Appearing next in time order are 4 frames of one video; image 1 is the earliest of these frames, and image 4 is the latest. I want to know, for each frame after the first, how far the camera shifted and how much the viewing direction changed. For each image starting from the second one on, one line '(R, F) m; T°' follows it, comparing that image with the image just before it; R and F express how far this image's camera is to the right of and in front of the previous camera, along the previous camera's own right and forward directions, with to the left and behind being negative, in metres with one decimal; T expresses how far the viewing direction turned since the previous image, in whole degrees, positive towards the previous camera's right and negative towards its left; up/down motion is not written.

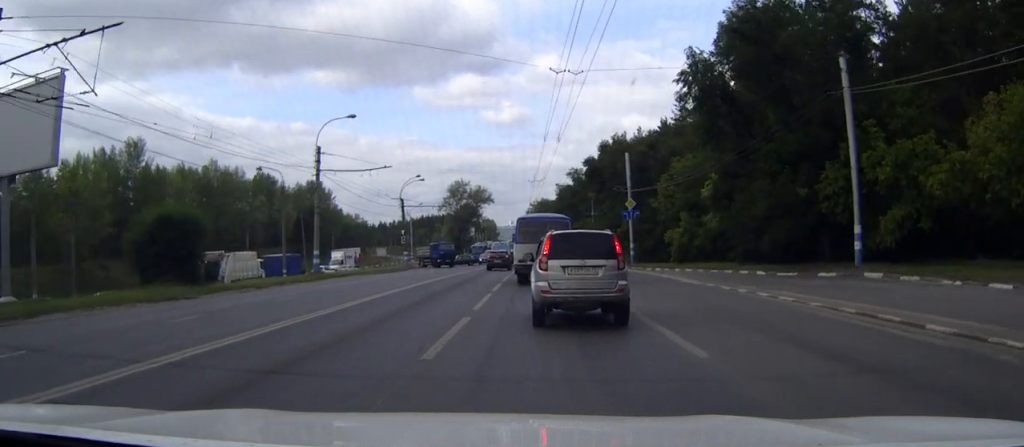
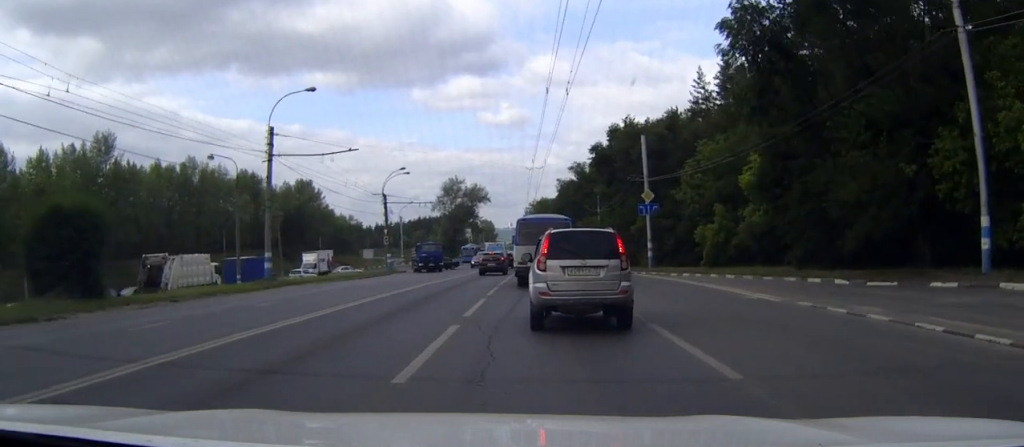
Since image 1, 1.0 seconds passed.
(0.0, +9.8) m; 0°
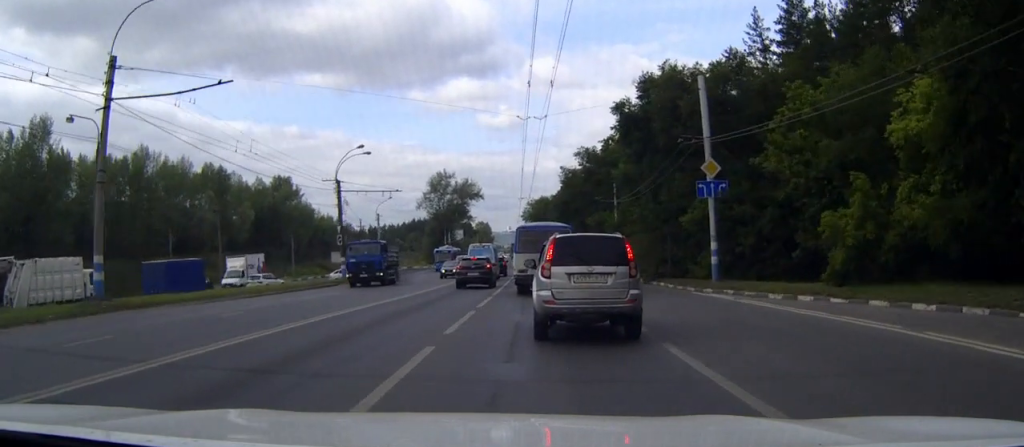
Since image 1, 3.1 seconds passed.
(+0.1, +18.5) m; 0°
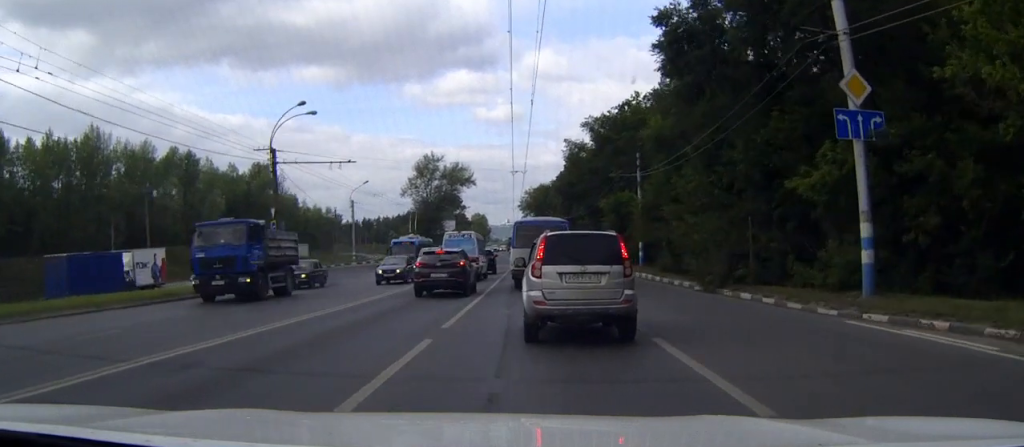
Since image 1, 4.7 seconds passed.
(0.0, +15.3) m; 0°
